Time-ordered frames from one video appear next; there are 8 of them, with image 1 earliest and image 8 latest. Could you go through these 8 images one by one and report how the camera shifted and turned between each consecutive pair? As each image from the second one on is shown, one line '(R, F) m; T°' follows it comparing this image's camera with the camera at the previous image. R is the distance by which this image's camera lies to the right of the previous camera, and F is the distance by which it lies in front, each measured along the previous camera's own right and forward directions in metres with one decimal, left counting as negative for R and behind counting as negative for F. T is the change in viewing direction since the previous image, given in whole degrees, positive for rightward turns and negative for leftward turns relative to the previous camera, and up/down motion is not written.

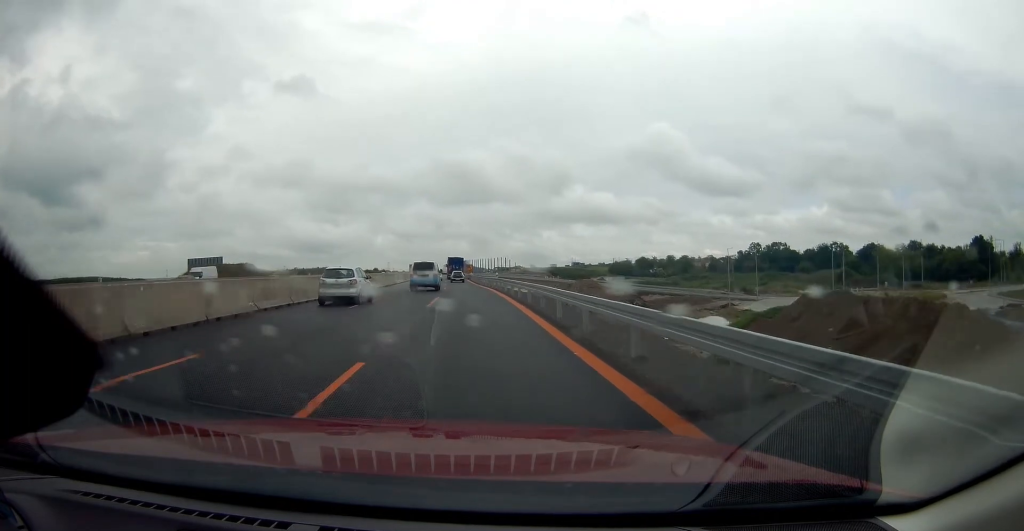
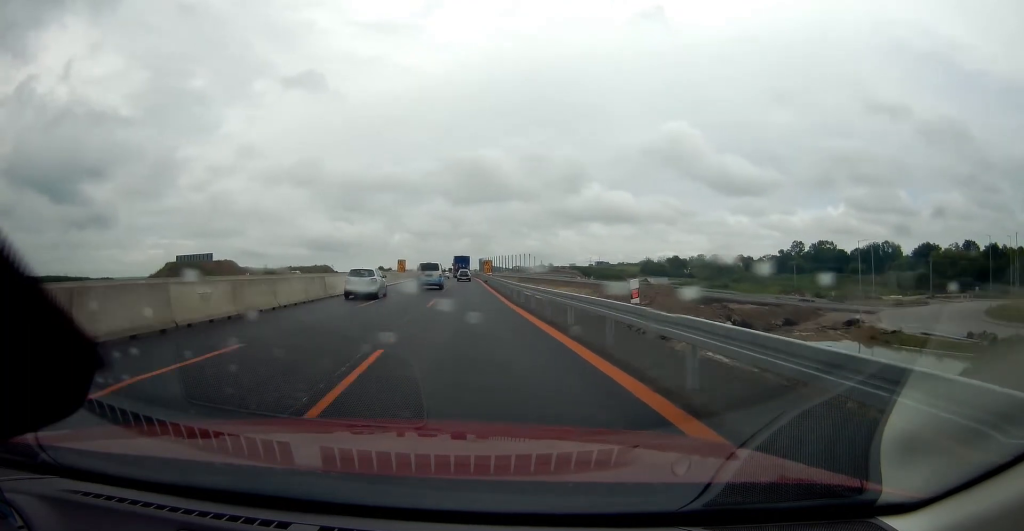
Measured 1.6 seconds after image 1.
(0.0, +34.2) m; 0°
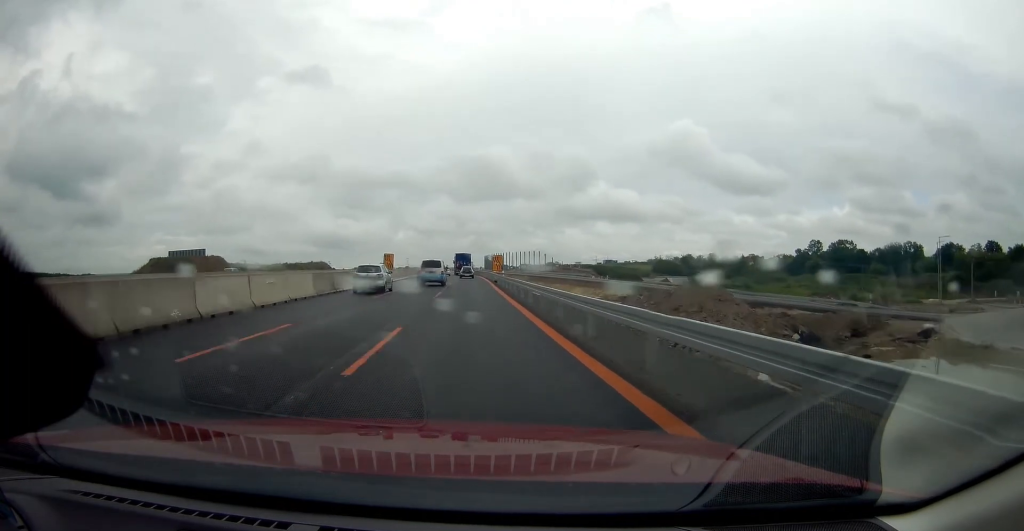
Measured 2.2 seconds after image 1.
(0.0, +14.5) m; -1°
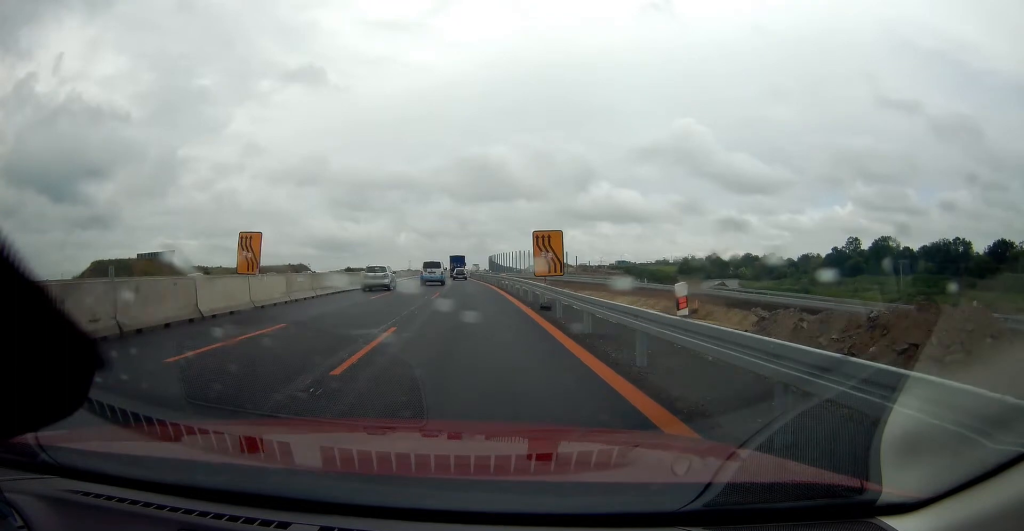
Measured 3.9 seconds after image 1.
(-0.7, +35.6) m; -2°
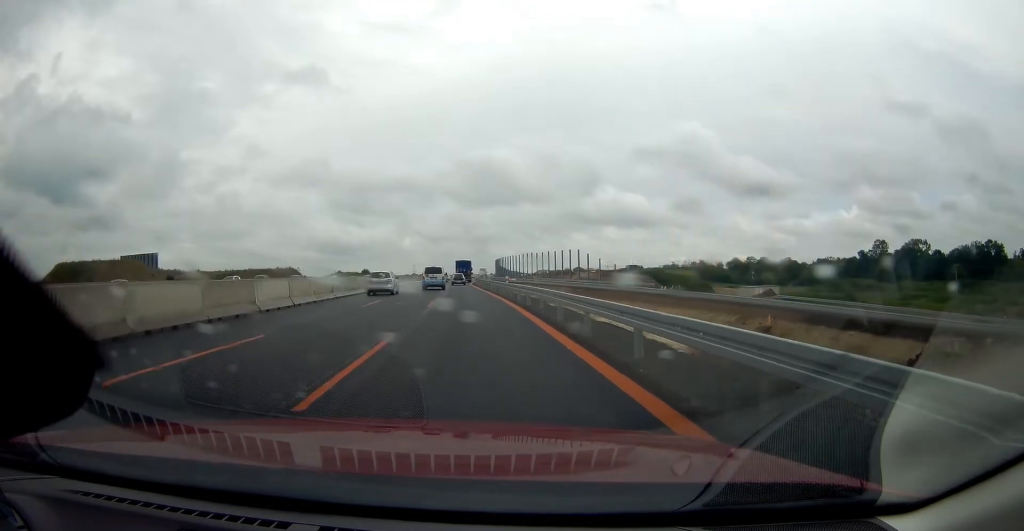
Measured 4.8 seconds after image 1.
(0.0, +19.6) m; 0°
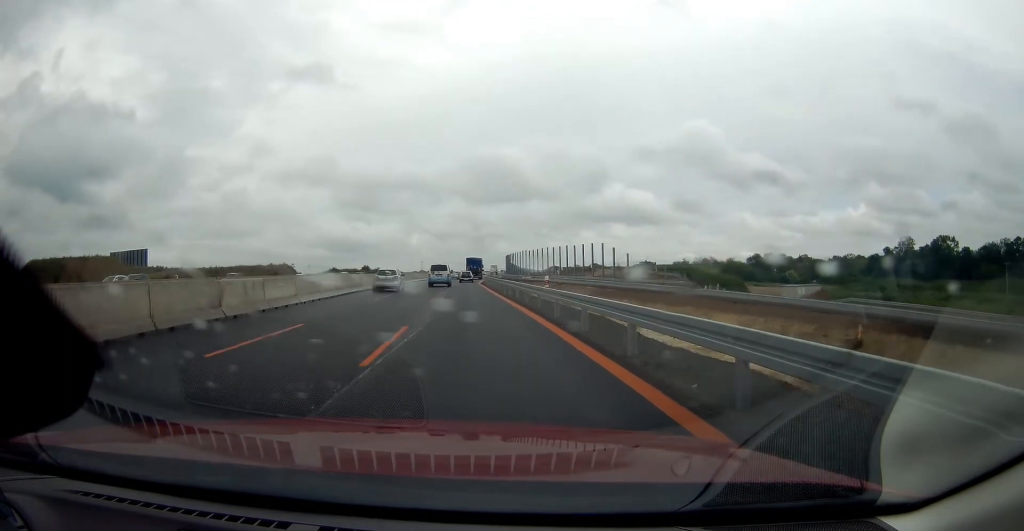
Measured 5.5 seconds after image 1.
(0.0, +15.2) m; -1°
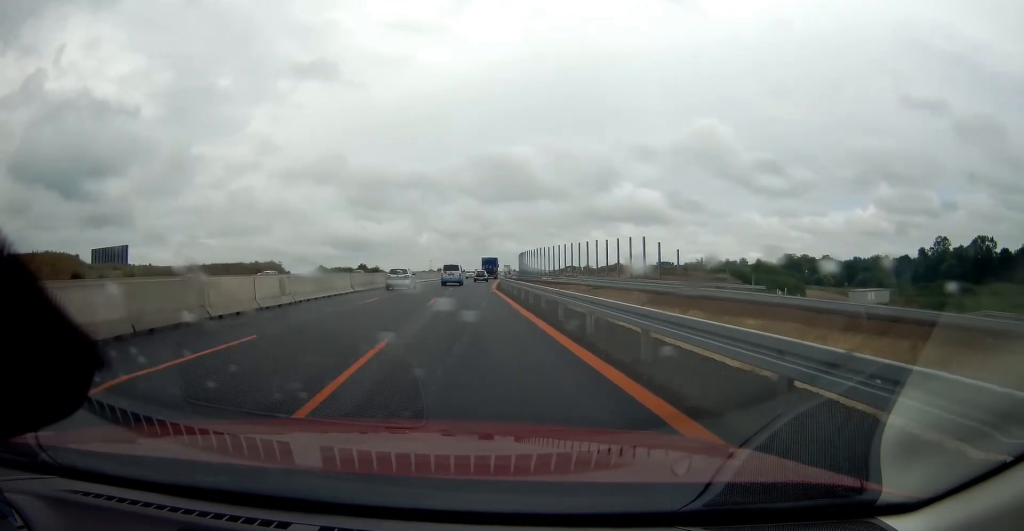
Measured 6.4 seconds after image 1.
(-0.4, +21.0) m; 0°
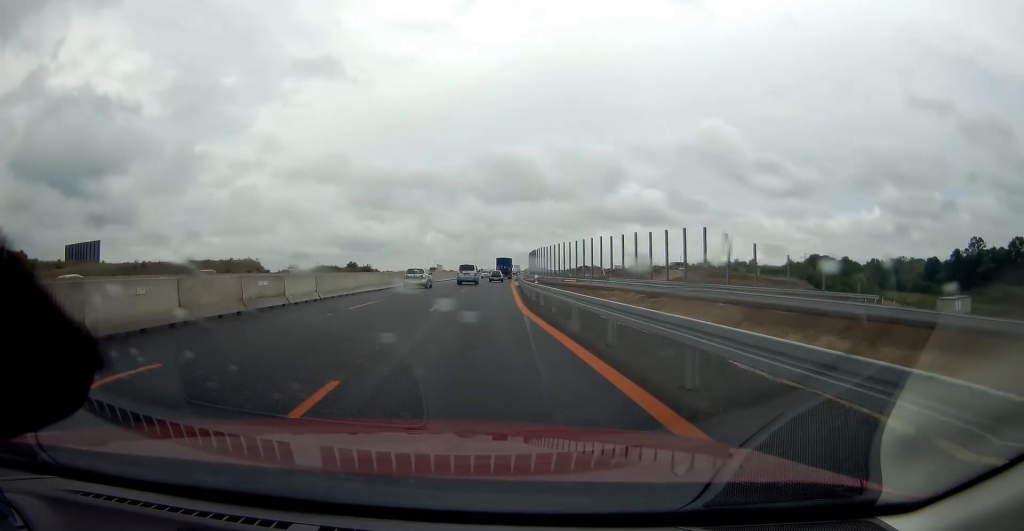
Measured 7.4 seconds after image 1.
(+0.2, +21.7) m; 0°
